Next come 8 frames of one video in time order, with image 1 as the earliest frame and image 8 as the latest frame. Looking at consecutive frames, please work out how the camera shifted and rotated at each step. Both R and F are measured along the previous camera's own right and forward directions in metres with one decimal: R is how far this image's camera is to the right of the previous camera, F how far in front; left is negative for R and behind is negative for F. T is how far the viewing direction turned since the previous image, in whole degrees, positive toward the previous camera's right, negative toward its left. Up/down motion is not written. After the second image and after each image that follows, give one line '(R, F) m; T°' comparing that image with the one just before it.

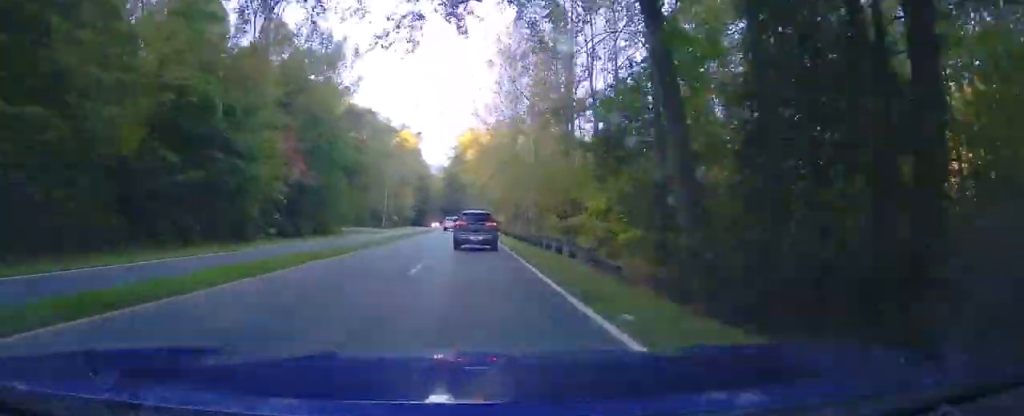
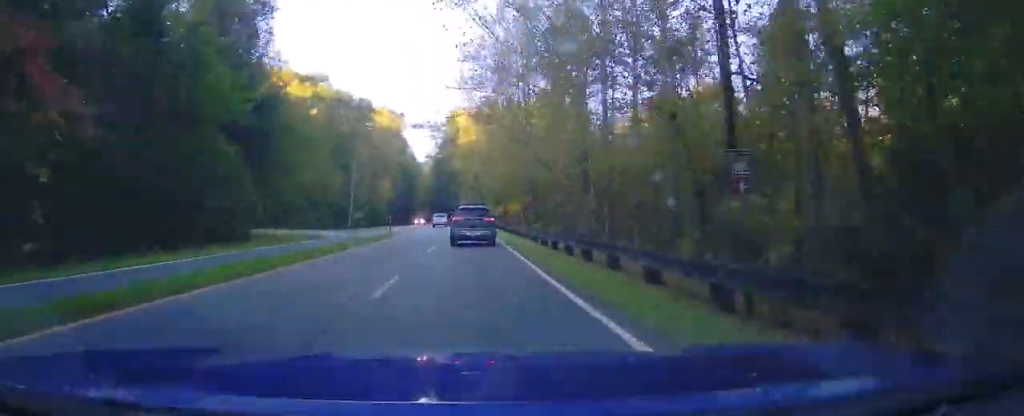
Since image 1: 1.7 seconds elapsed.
(+0.3, +27.8) m; 0°
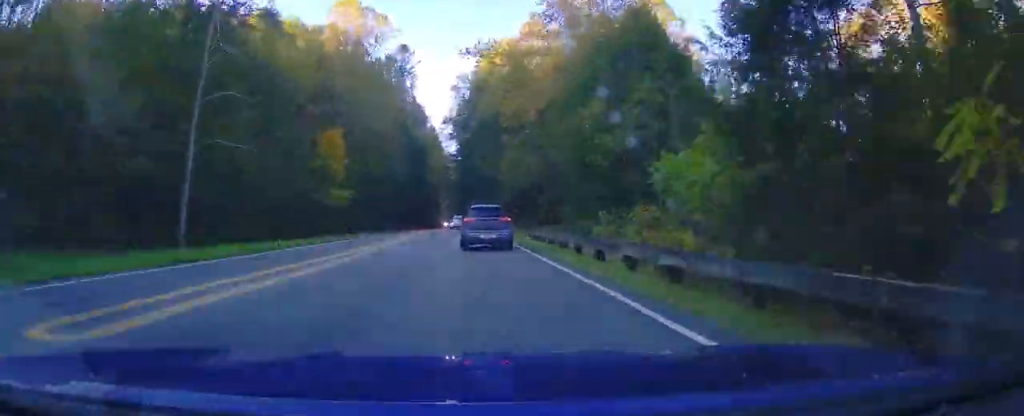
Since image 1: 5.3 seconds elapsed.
(-1.3, +58.3) m; -2°
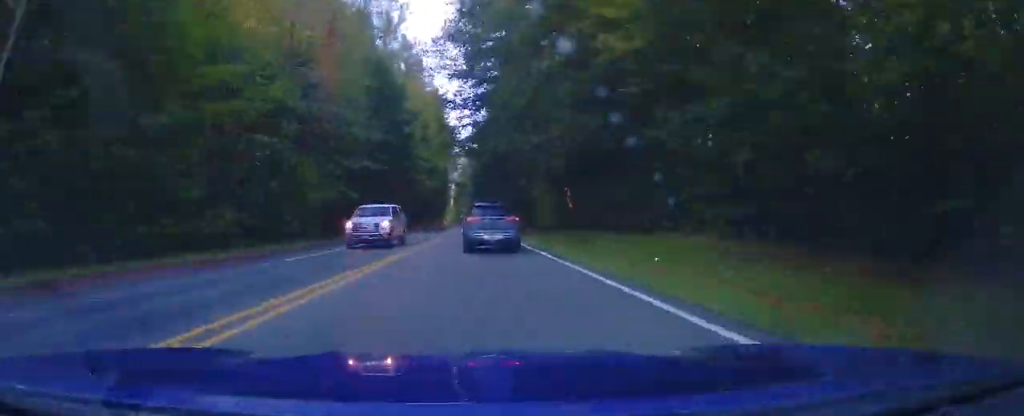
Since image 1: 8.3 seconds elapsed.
(-0.4, +46.6) m; 0°
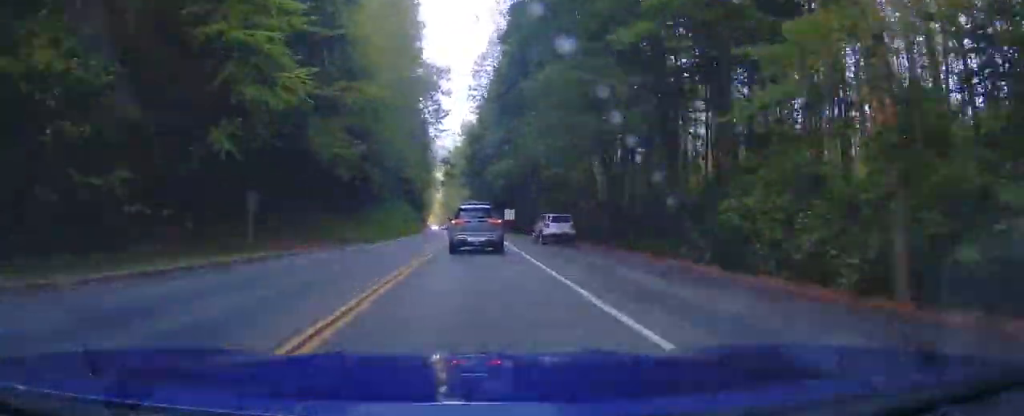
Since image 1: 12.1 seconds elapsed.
(0.0, +59.2) m; 0°
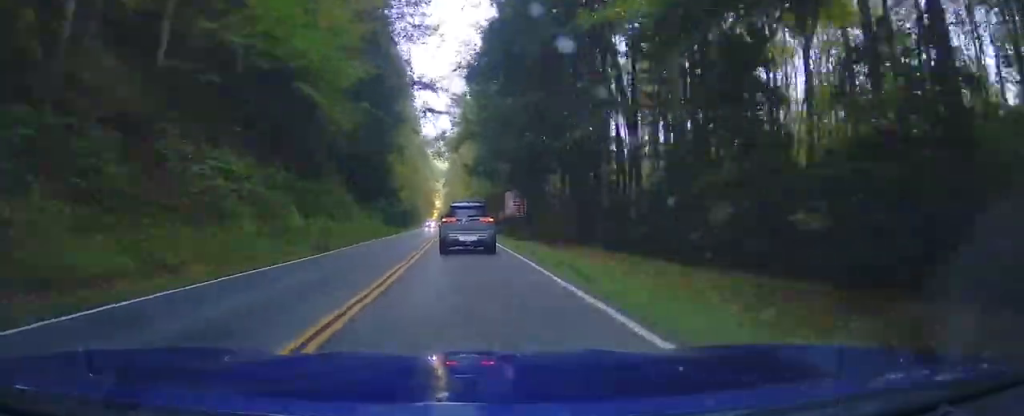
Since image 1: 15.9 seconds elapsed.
(0.0, +54.7) m; -2°
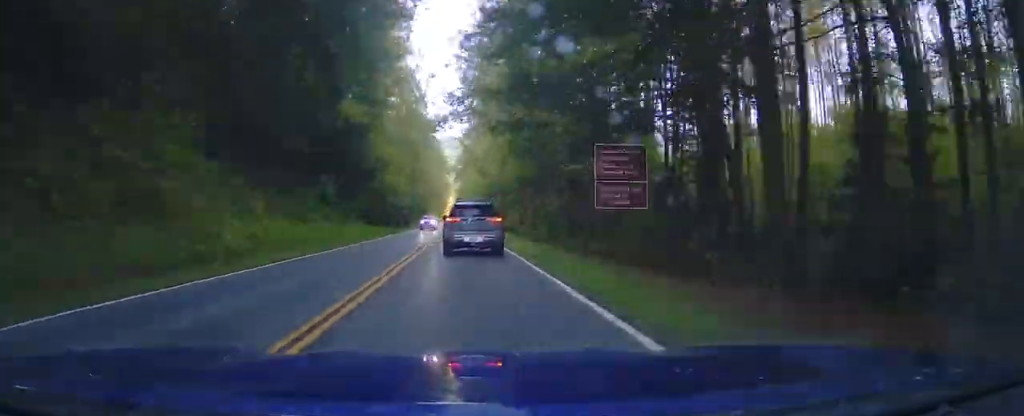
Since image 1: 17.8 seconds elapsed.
(-0.2, +26.6) m; -1°
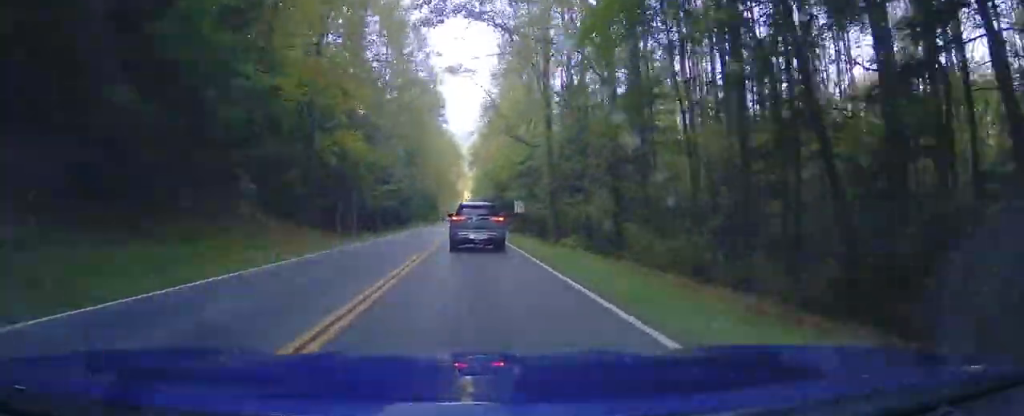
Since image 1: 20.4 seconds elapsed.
(-1.2, +37.3) m; -2°
